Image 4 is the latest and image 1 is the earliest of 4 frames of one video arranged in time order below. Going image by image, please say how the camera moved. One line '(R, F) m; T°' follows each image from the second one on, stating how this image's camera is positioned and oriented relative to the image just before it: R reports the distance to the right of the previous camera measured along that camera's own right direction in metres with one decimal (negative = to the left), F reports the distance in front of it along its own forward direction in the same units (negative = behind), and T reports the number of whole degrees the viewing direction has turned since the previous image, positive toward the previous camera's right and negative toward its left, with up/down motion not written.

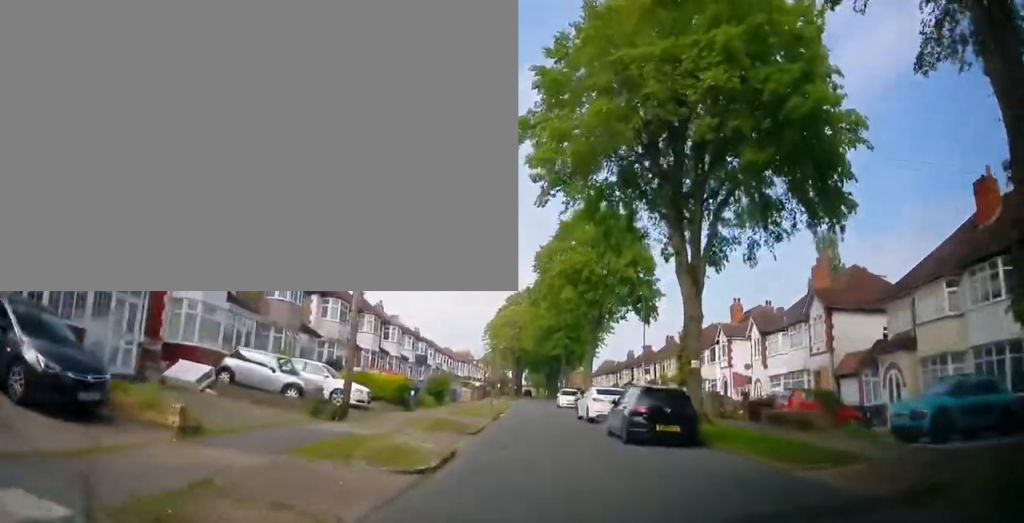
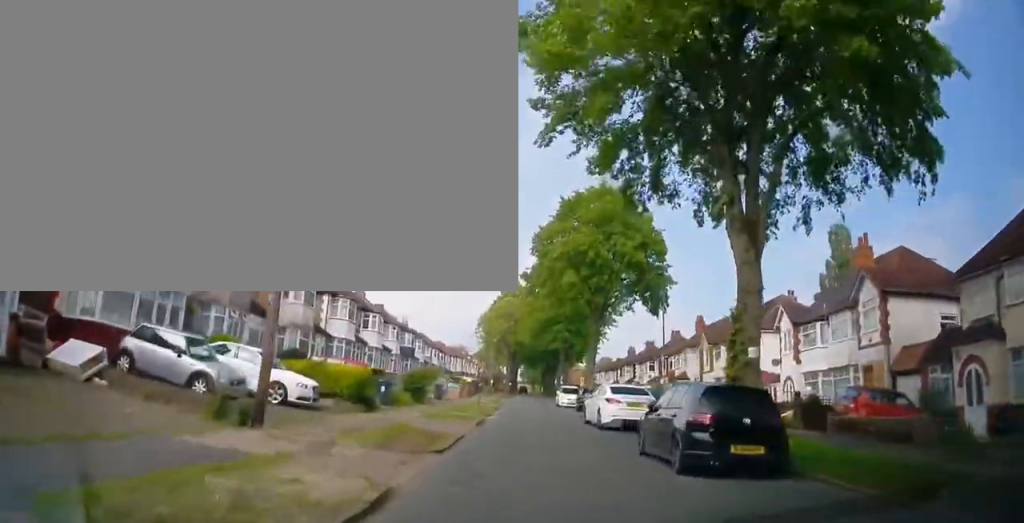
(+0.4, +5.2) m; +4°
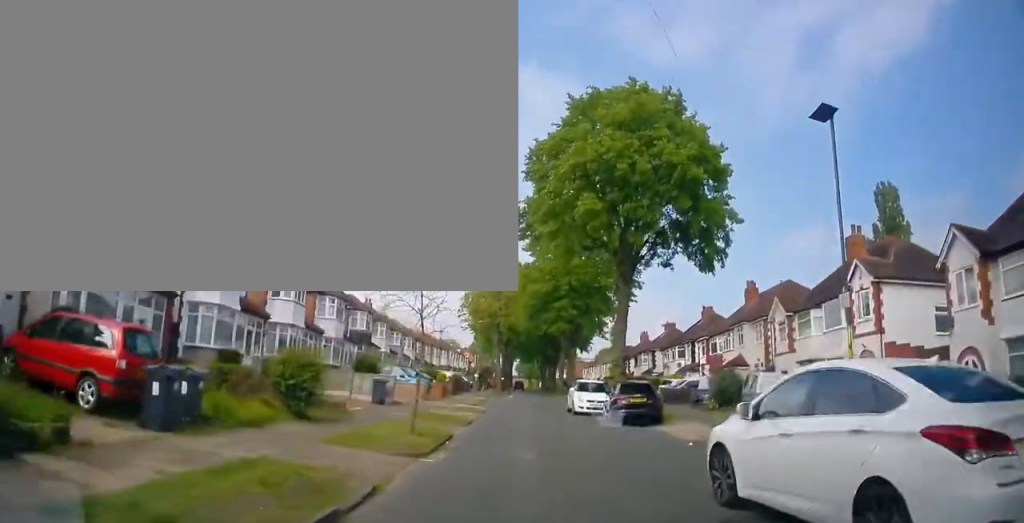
(0.0, +15.5) m; 0°
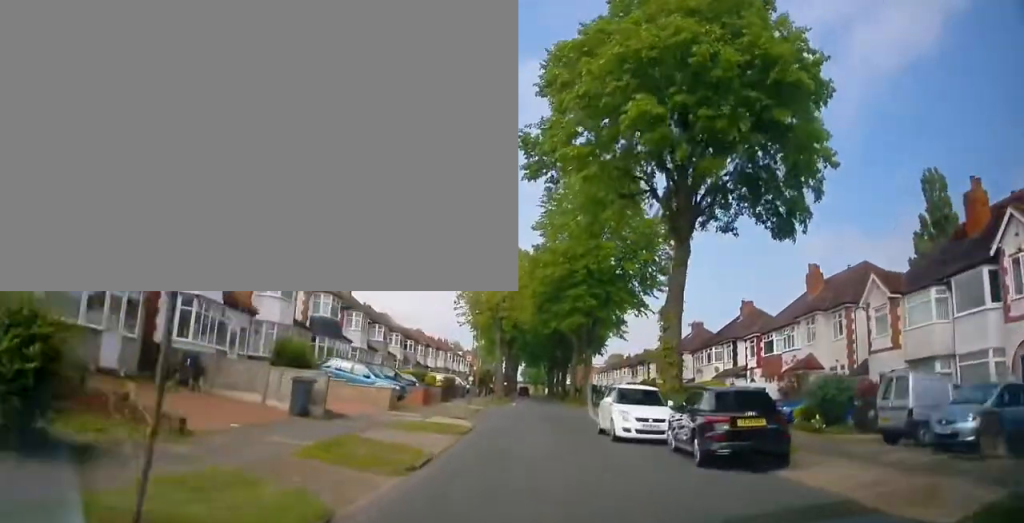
(0.0, +10.6) m; 0°
